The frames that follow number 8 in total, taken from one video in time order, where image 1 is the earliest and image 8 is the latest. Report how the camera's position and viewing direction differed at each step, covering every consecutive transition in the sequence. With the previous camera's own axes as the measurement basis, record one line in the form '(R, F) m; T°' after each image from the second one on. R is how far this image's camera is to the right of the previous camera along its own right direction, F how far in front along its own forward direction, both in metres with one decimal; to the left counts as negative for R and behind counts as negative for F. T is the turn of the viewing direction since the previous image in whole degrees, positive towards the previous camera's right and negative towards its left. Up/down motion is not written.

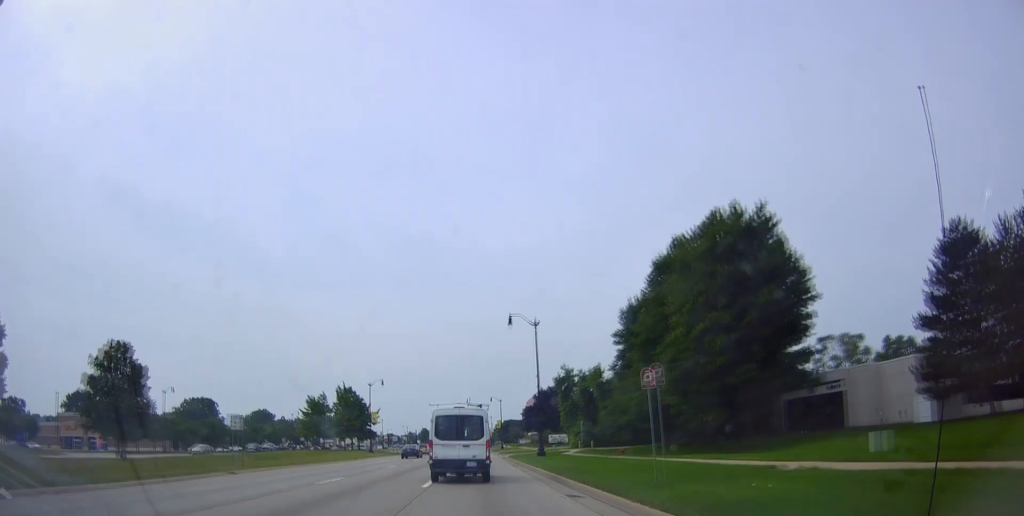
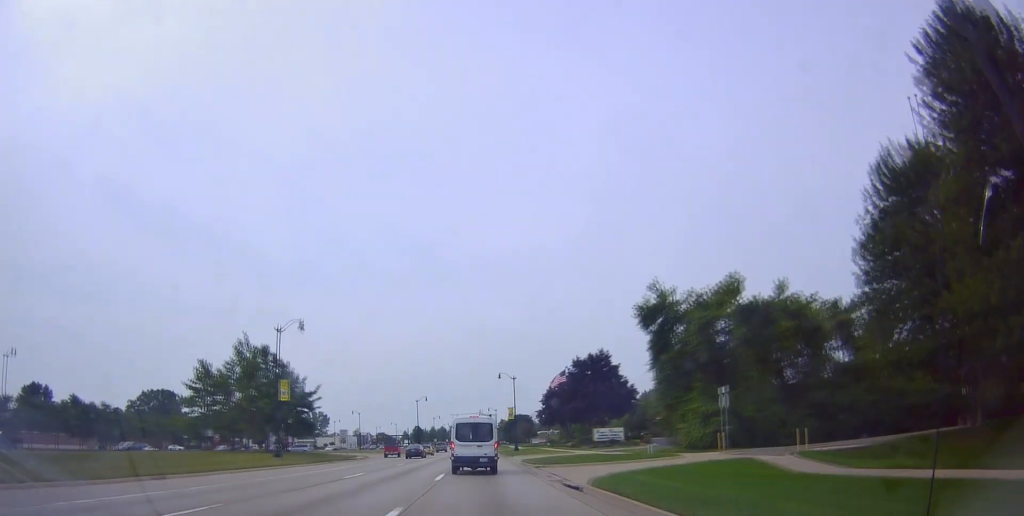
(-0.7, +42.6) m; -1°
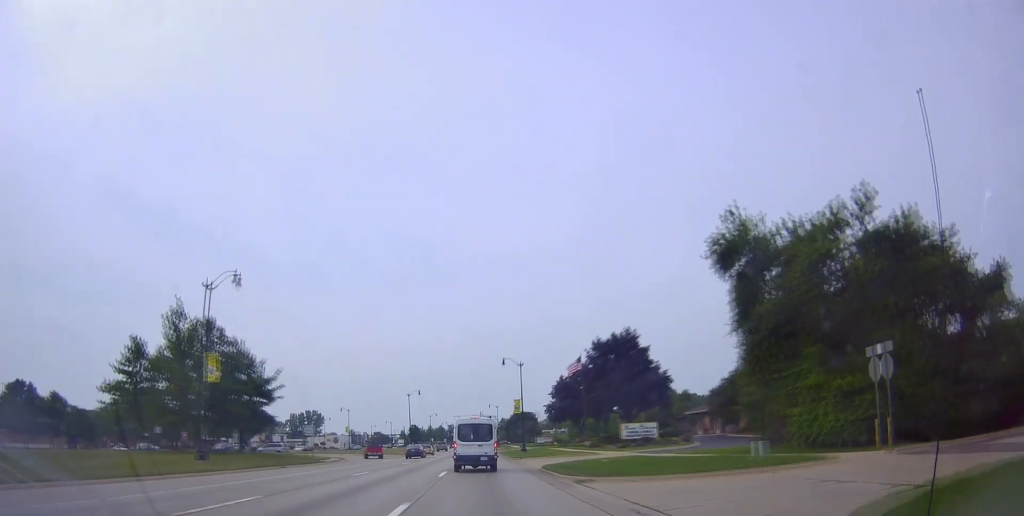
(+0.5, +13.7) m; 0°
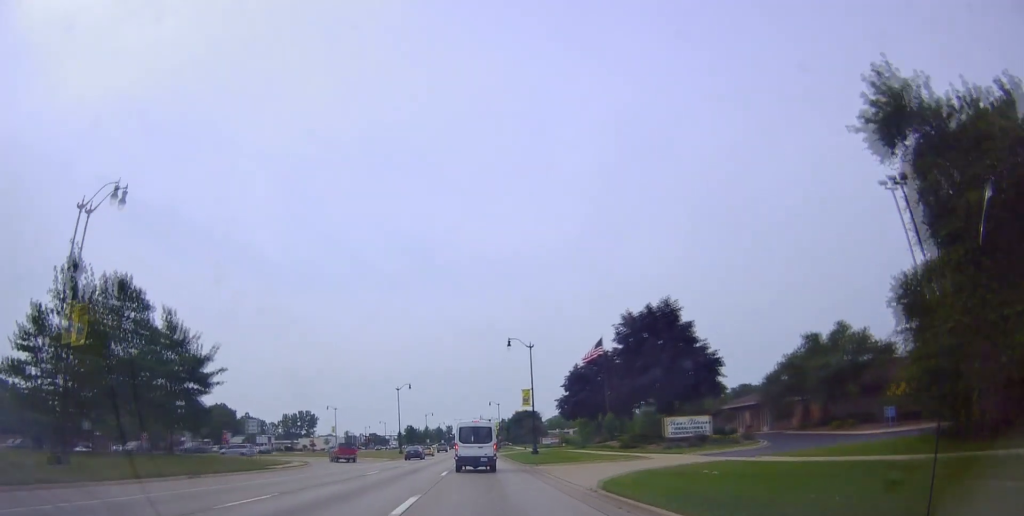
(-0.3, +13.5) m; 0°
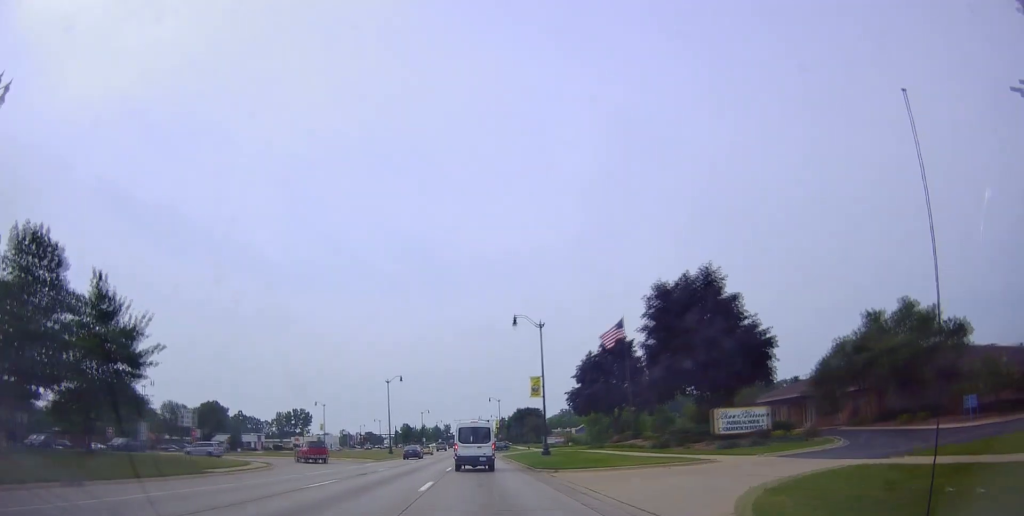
(-0.4, +9.4) m; 0°
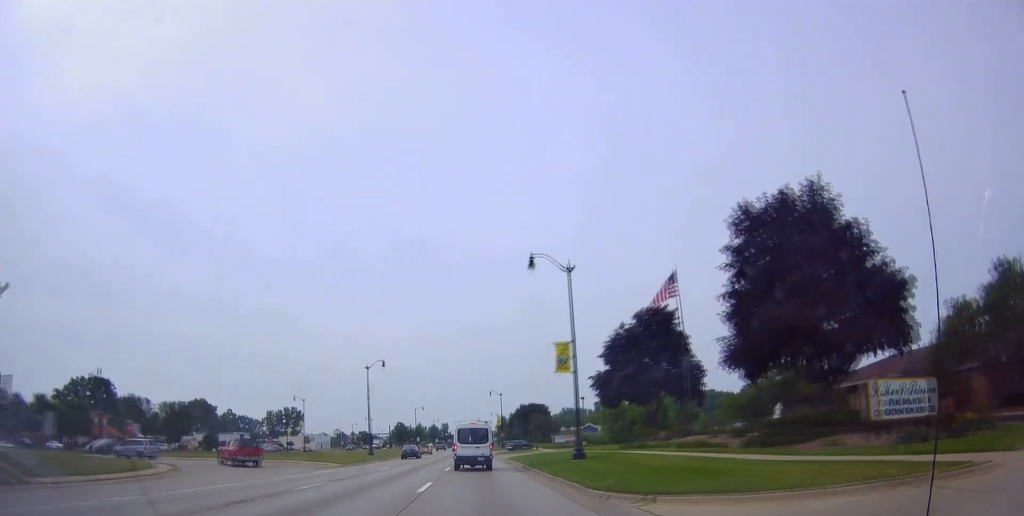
(+0.5, +14.6) m; +2°
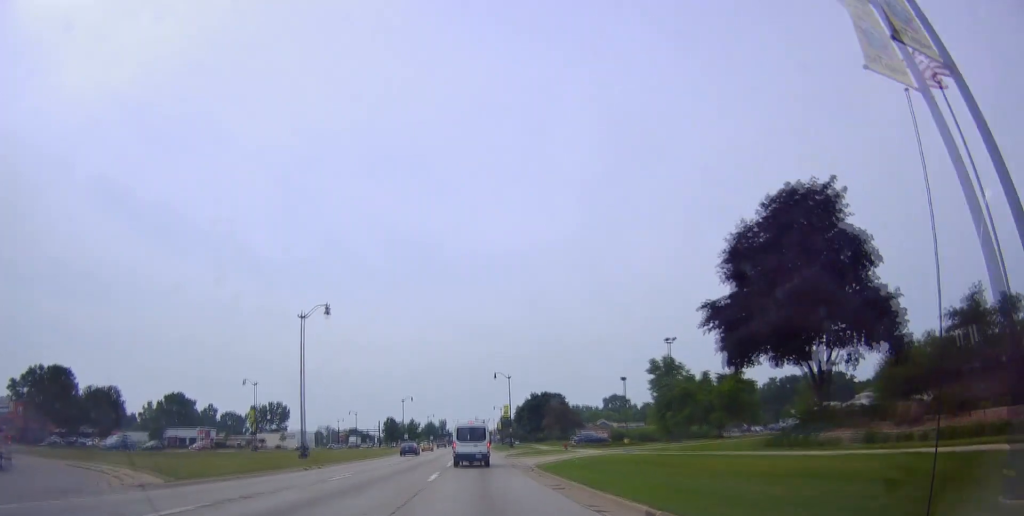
(+0.3, +26.0) m; 0°
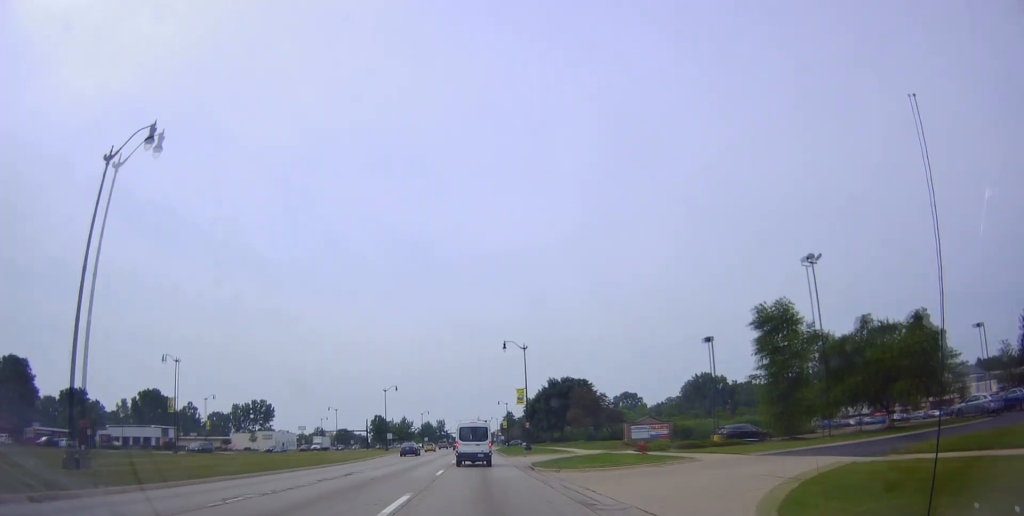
(-0.3, +25.1) m; 0°
